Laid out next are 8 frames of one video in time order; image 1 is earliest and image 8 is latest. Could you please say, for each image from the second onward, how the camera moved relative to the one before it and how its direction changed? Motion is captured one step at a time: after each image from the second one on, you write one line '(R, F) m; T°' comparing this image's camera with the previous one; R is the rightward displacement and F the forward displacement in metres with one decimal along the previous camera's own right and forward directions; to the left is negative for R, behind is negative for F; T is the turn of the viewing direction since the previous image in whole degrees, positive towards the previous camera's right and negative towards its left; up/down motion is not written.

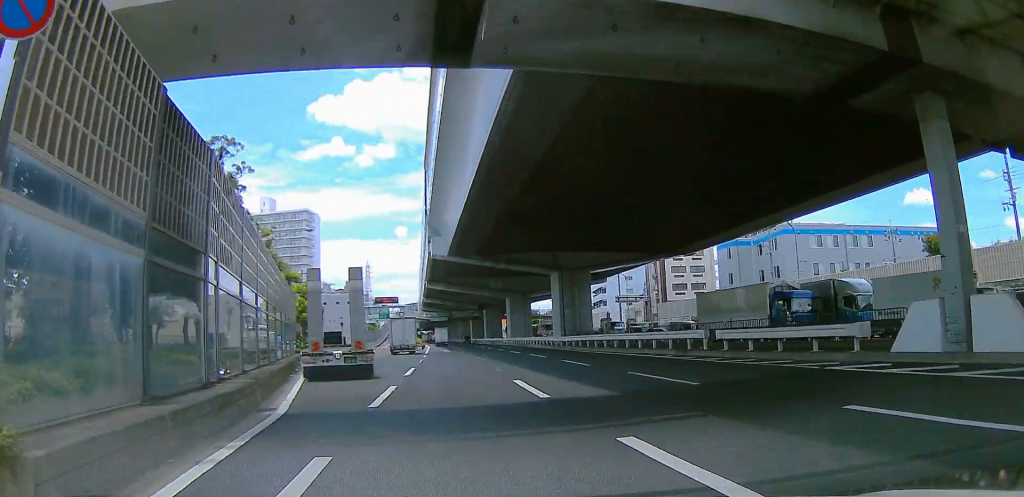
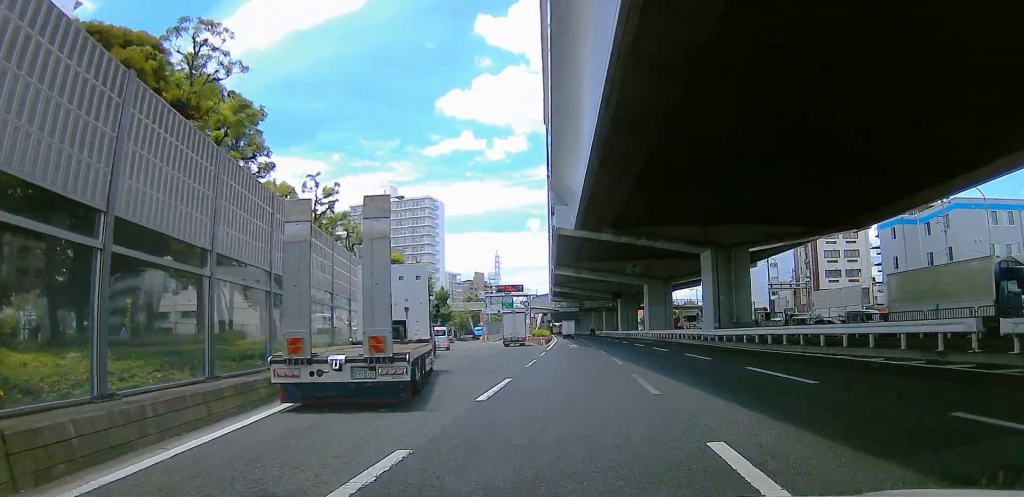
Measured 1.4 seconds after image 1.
(-0.5, +8.5) m; -12°
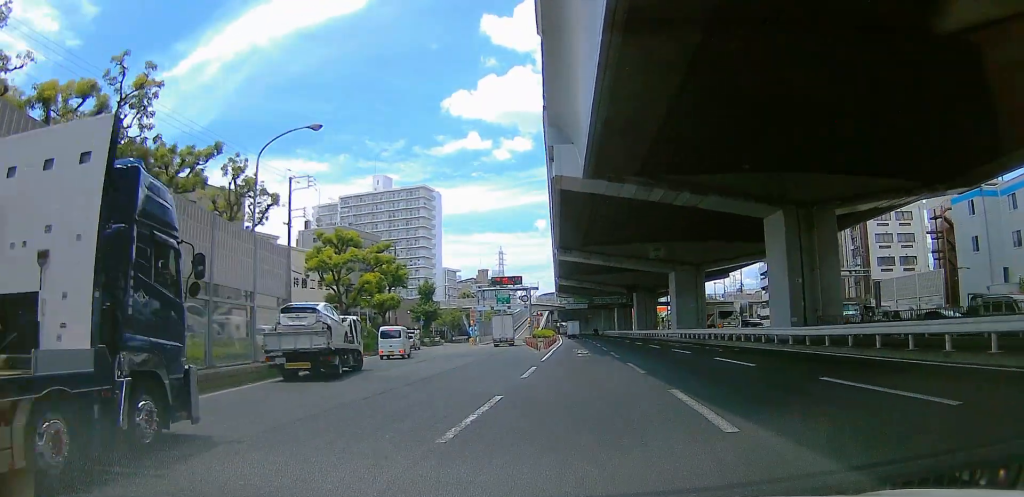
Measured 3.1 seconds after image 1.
(-0.7, +12.3) m; +4°
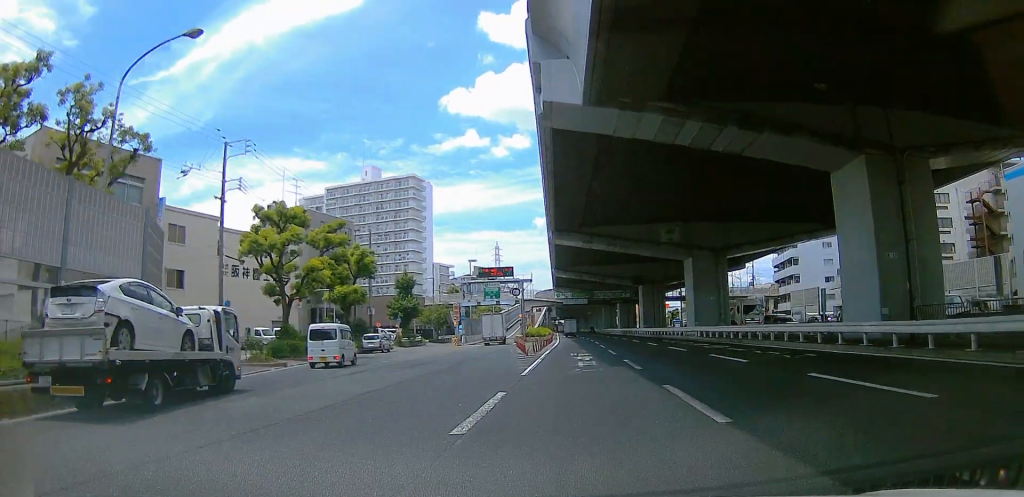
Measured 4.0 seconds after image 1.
(+0.8, +8.4) m; +2°
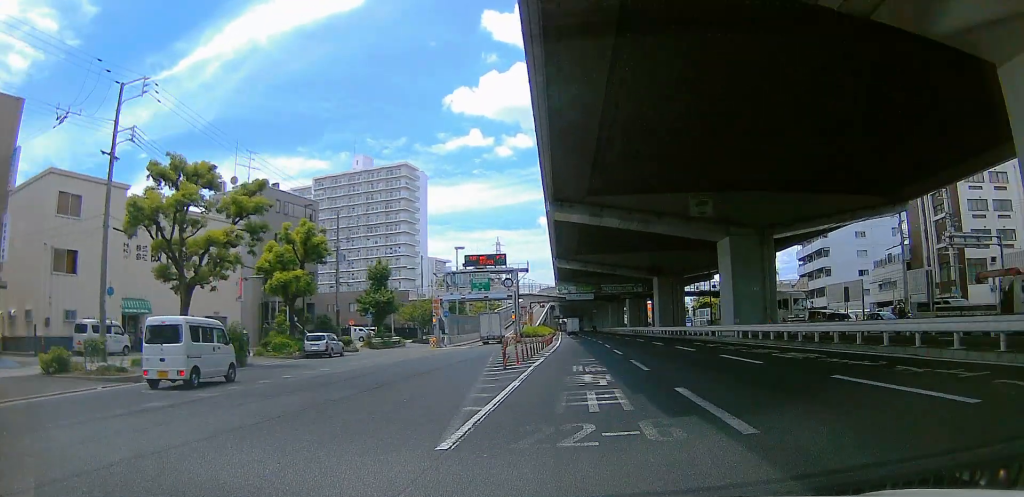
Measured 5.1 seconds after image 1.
(-0.7, +10.7) m; -8°
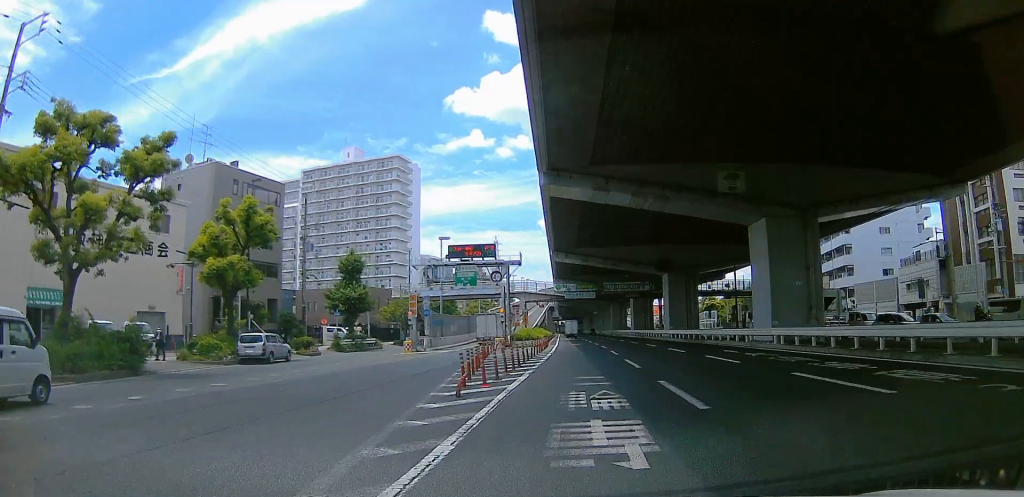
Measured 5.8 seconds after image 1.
(-0.6, +7.8) m; -3°
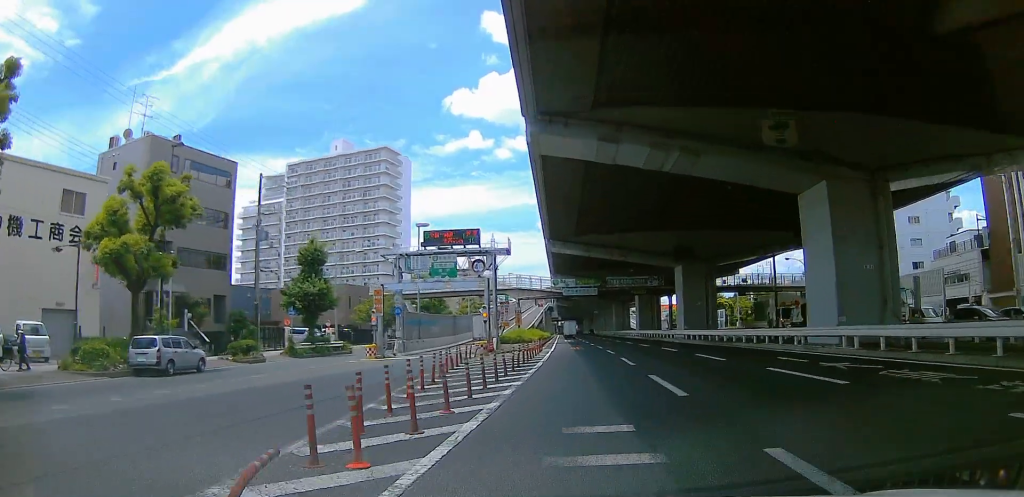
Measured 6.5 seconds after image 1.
(+0.2, +8.4) m; +1°
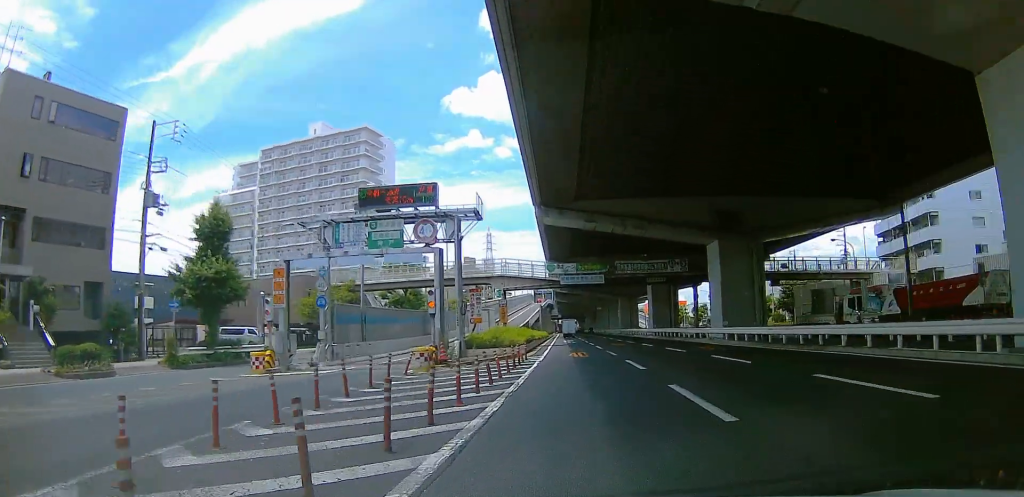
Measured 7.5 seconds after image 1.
(+0.1, +13.6) m; 0°
